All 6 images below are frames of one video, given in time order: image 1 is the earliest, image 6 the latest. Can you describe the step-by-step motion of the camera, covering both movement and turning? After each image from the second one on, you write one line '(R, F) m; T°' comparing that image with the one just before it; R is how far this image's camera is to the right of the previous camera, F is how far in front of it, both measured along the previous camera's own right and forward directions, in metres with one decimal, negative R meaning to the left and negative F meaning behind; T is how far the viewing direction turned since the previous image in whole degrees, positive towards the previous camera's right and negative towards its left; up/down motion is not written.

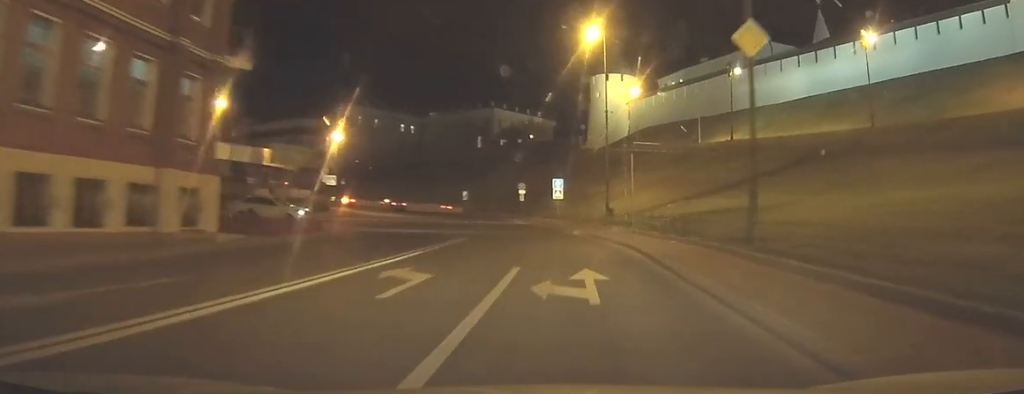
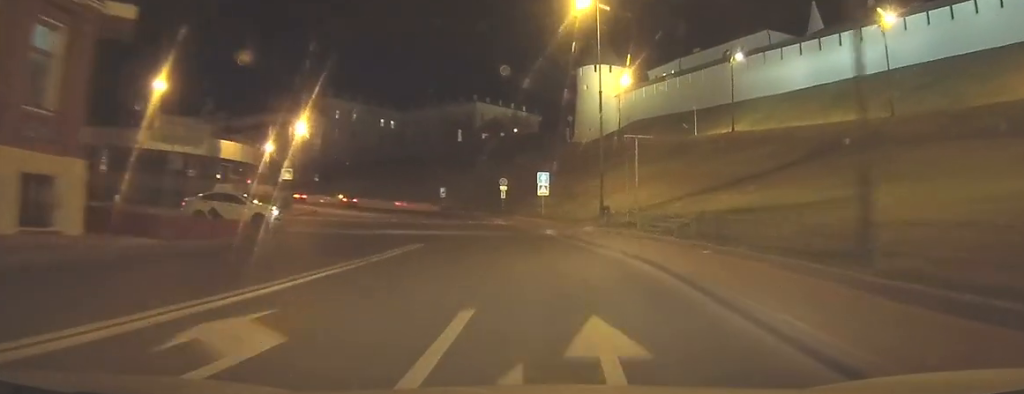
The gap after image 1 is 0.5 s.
(+0.2, +8.1) m; +1°
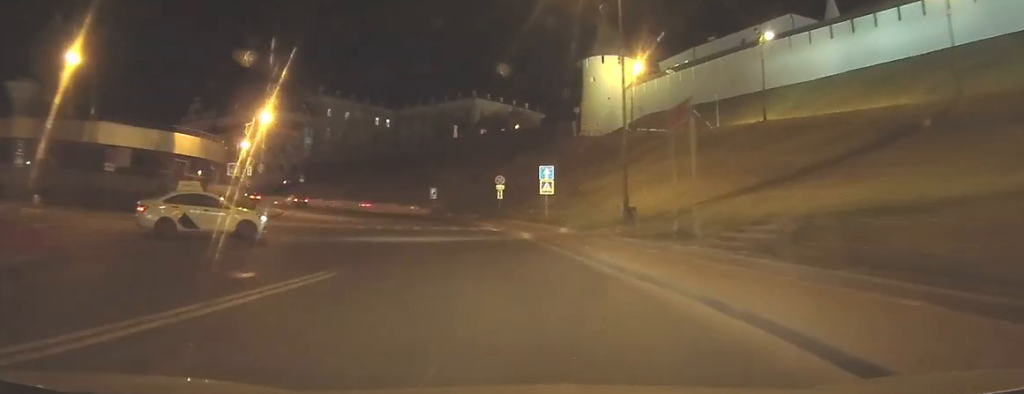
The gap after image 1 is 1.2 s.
(0.0, +11.2) m; -1°
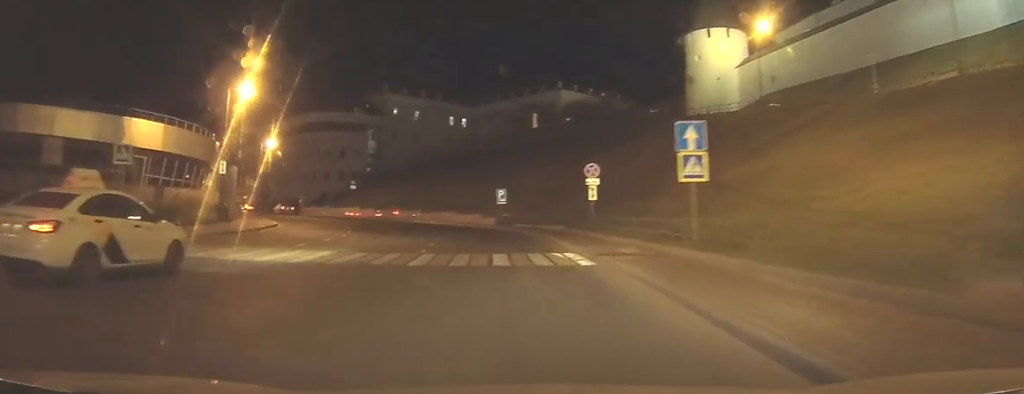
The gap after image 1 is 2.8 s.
(-1.1, +22.6) m; -8°
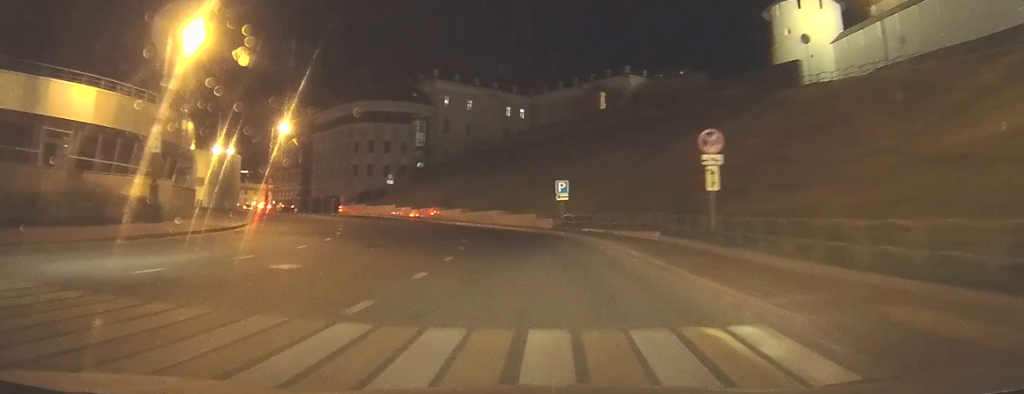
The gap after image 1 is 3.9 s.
(-0.8, +16.3) m; -3°
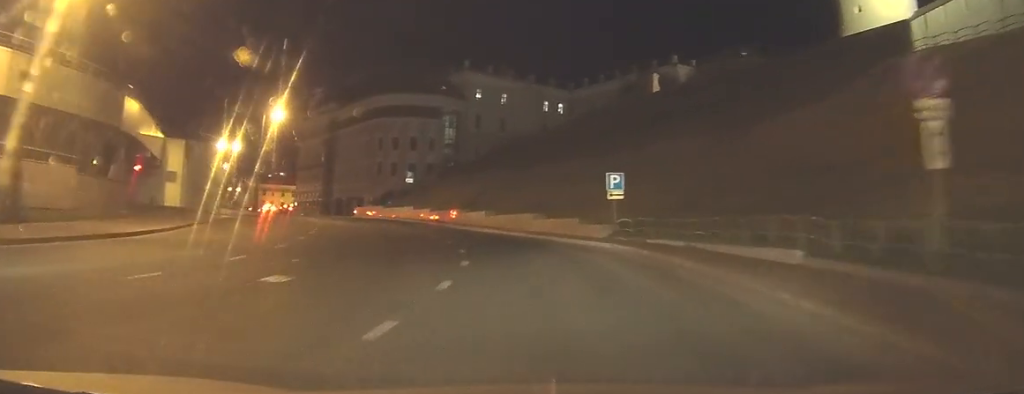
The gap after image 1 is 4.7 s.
(+0.2, +12.2) m; -4°
